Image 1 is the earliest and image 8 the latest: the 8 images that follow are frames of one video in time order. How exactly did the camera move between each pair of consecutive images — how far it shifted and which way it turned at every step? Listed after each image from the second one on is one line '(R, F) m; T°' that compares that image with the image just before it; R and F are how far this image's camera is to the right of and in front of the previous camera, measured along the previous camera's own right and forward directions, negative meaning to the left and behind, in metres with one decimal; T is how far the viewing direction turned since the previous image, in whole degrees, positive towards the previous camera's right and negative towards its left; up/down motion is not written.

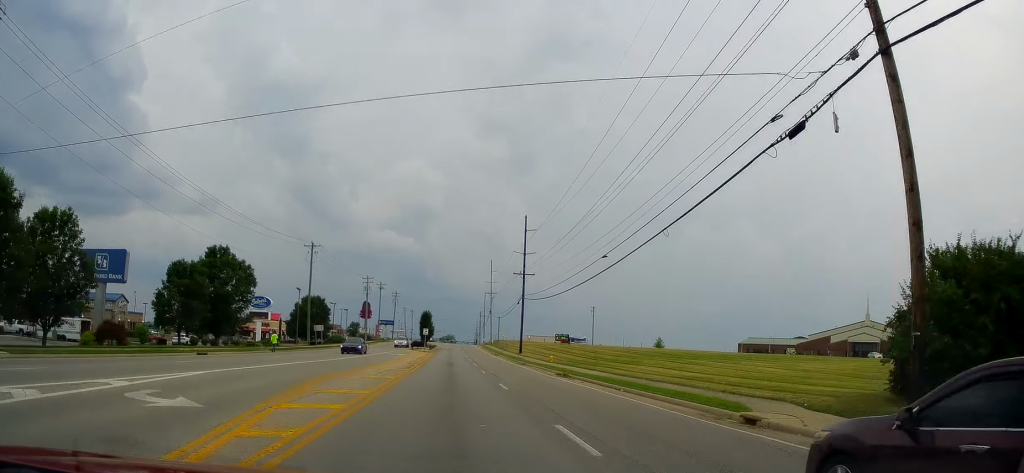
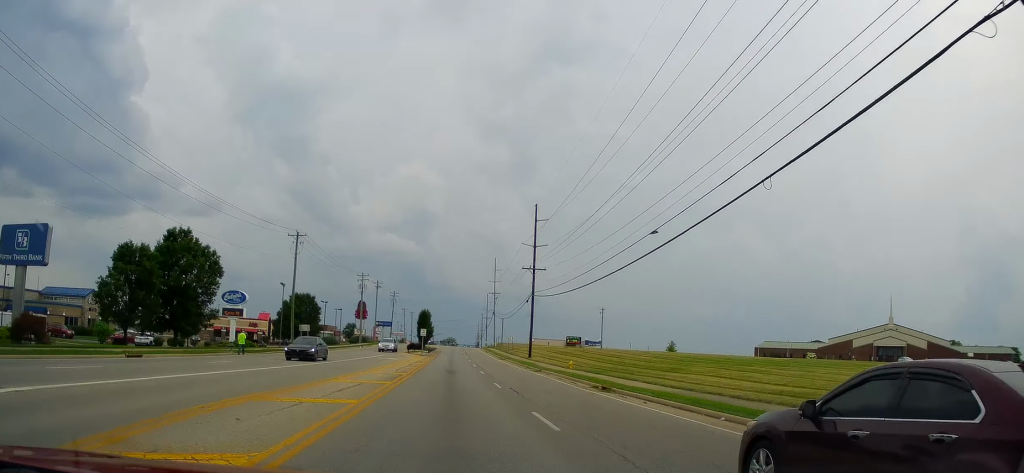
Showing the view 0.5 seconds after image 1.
(0.0, +9.1) m; 0°
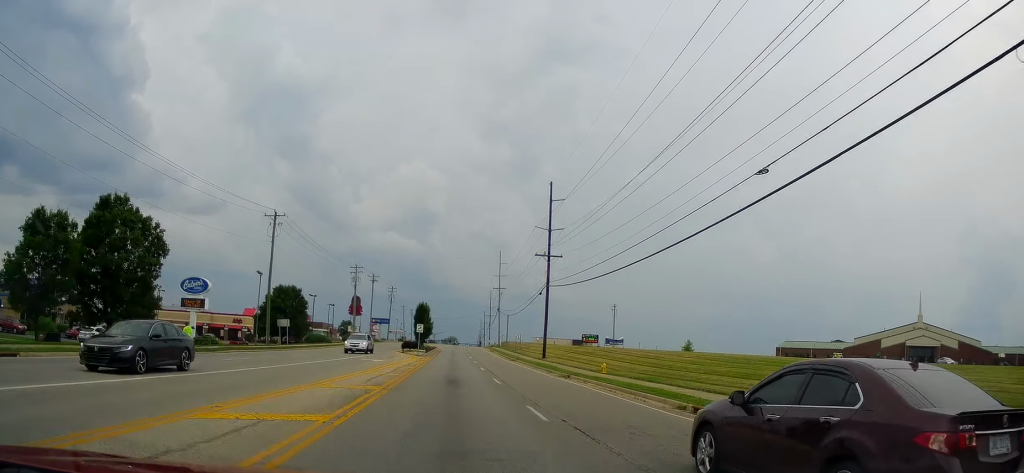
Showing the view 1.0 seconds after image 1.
(0.0, +10.5) m; 0°
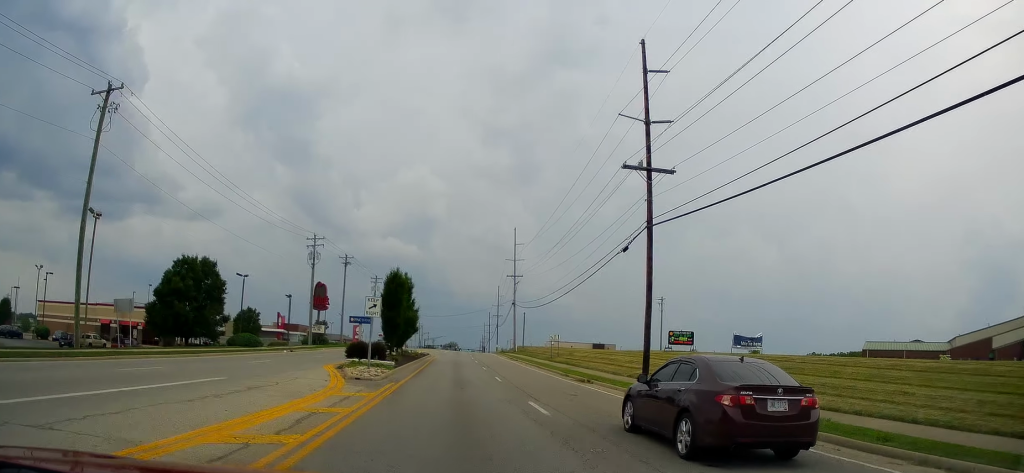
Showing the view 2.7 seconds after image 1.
(0.0, +34.9) m; -1°
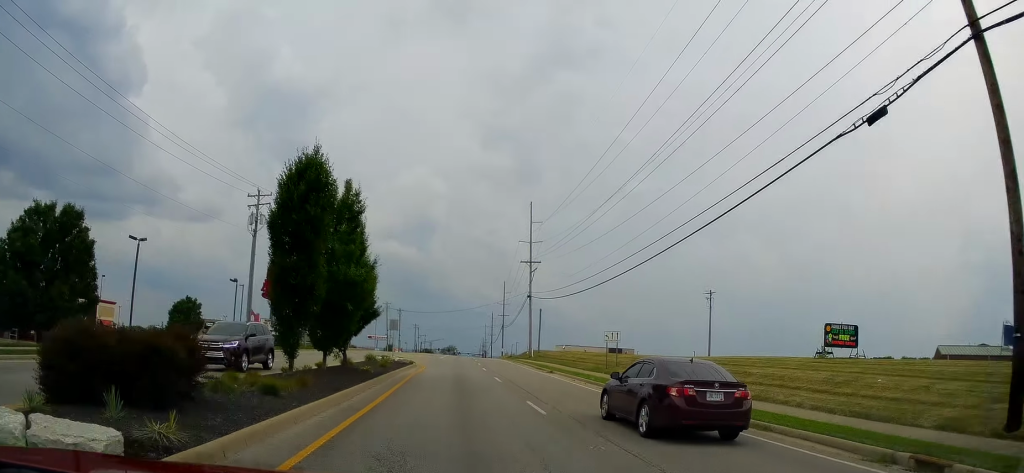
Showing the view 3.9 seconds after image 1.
(-0.4, +24.2) m; 0°
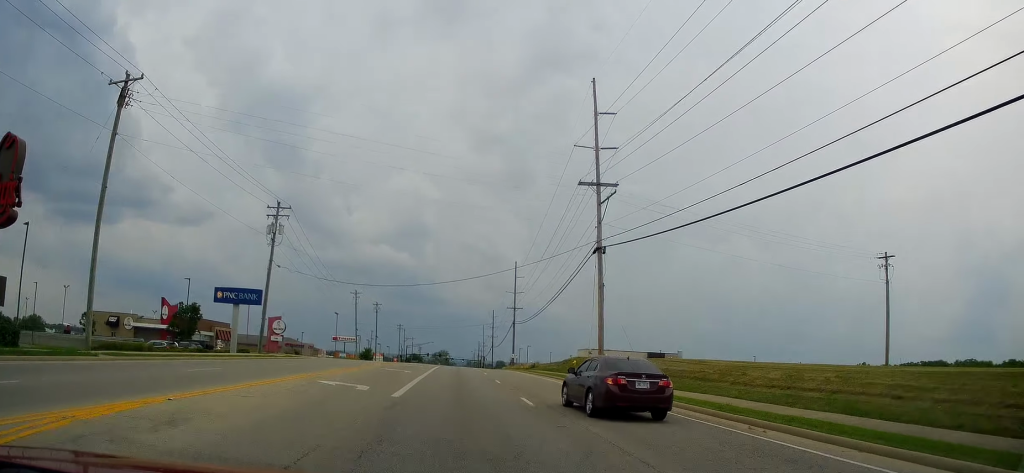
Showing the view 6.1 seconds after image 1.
(+0.2, +46.5) m; -1°
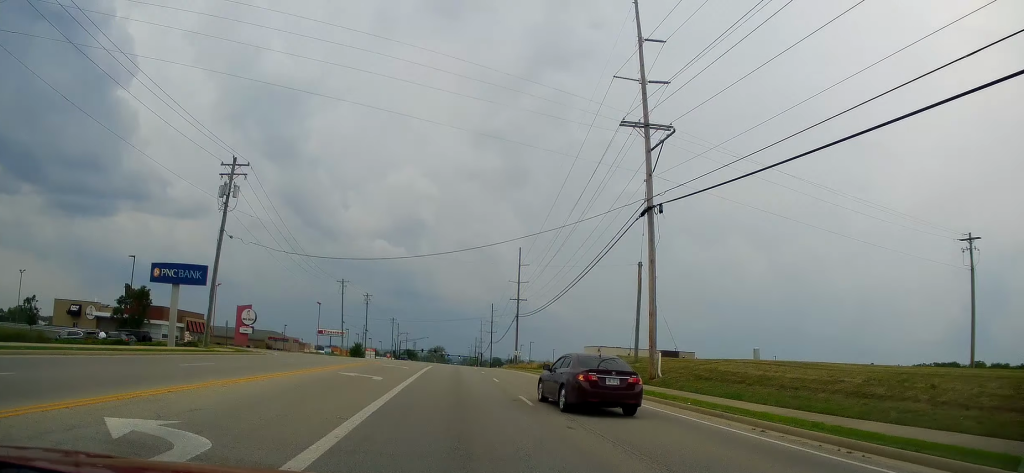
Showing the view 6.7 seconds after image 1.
(0.0, +12.7) m; +1°
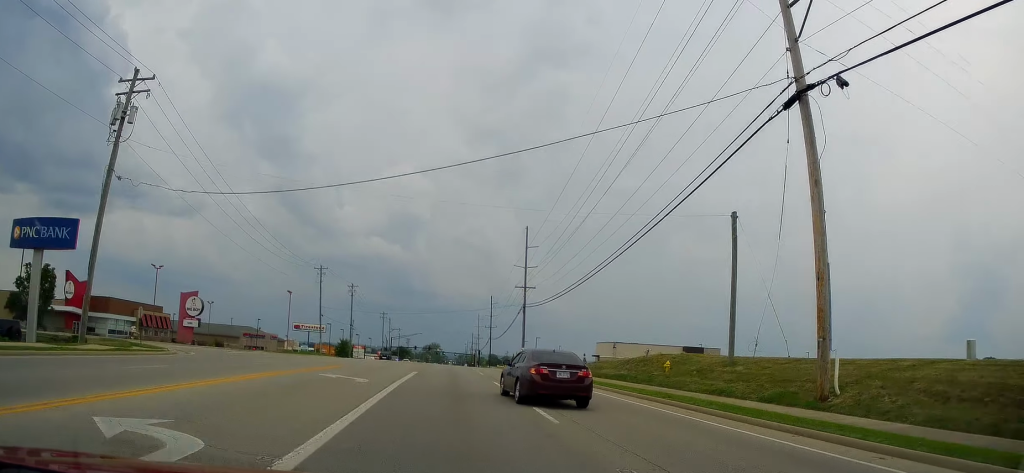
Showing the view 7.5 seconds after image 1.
(+0.3, +16.8) m; +2°
